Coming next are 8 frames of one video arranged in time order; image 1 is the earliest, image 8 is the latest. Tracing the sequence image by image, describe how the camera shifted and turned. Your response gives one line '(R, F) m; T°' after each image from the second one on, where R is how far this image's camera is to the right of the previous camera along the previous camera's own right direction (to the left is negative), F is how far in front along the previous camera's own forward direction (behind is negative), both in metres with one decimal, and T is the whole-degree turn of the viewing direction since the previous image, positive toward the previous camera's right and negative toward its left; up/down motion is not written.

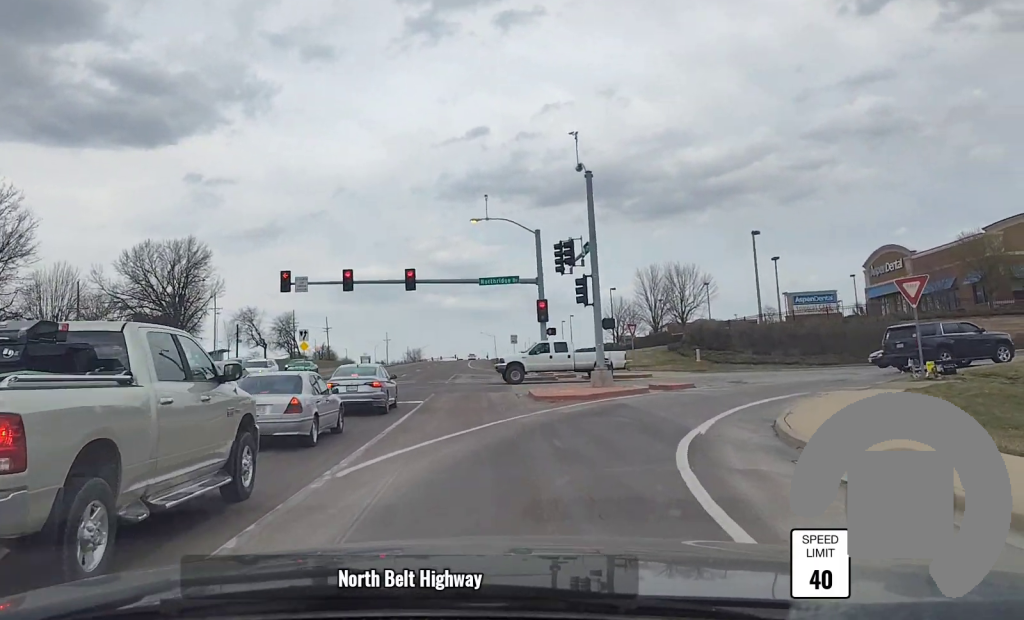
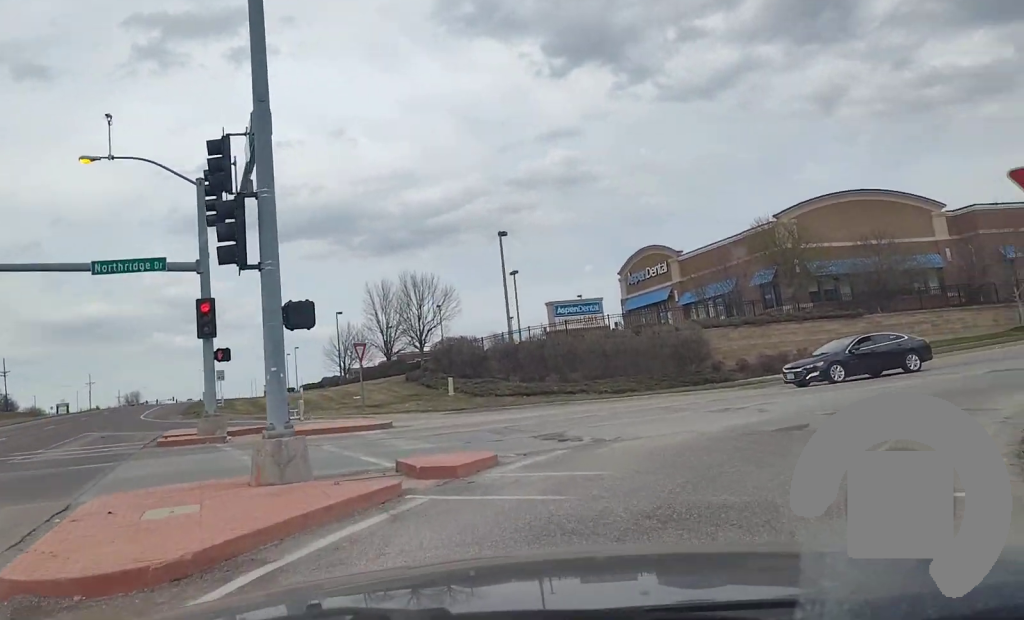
(+1.8, +19.7) m; +16°
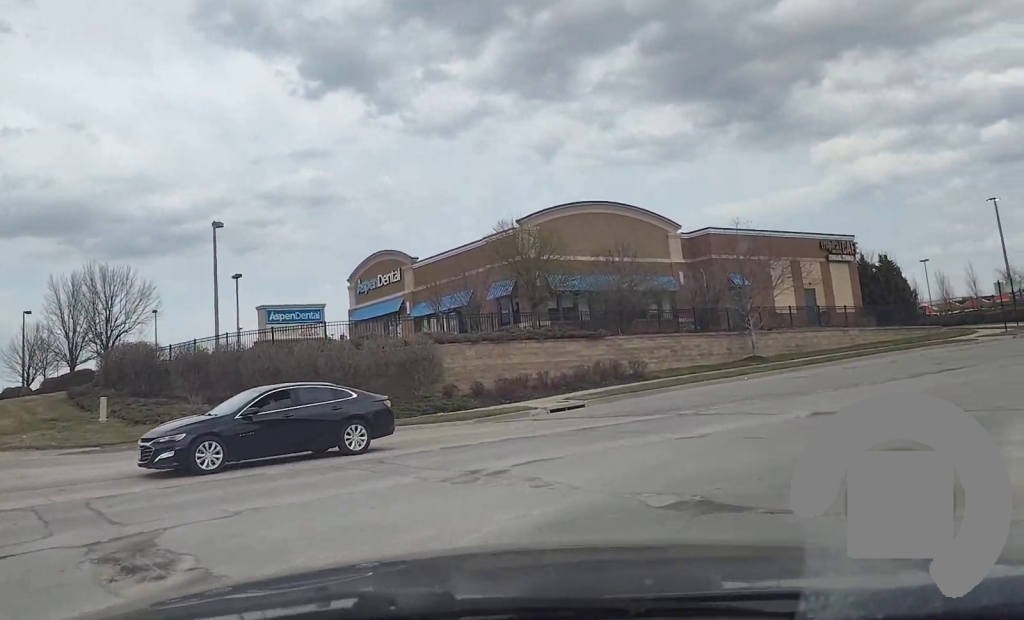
(+1.7, +10.5) m; +23°
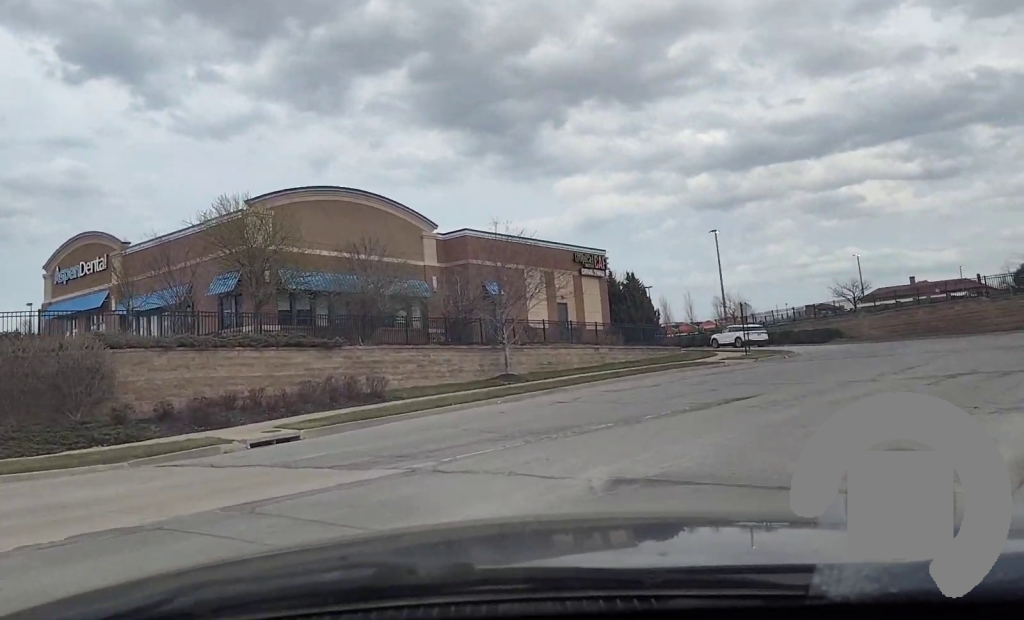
(+1.4, +7.8) m; +13°
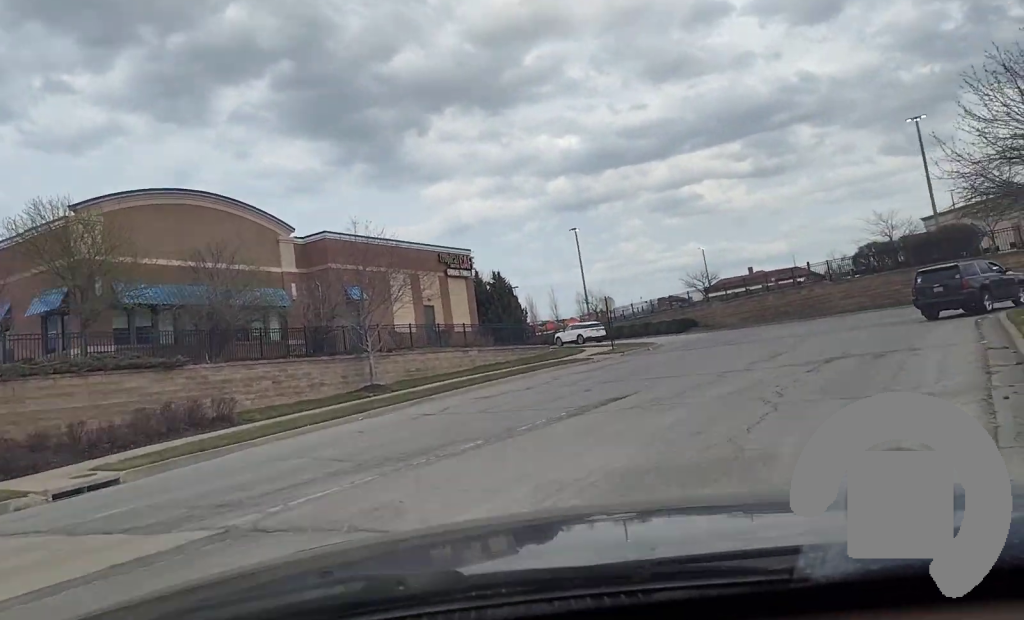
(-0.1, +2.6) m; +4°
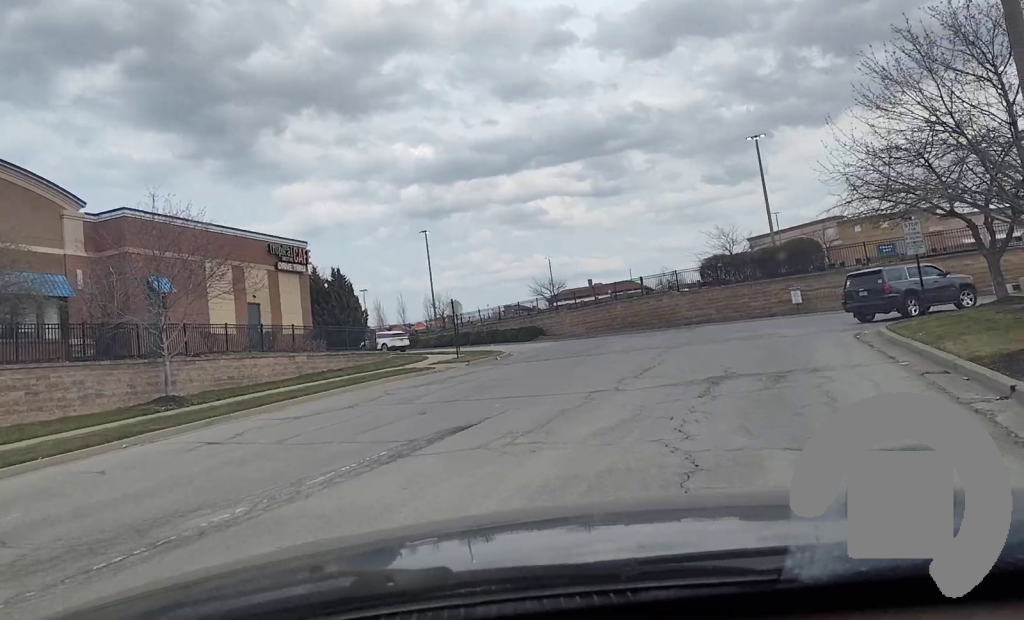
(+0.3, +5.0) m; +10°
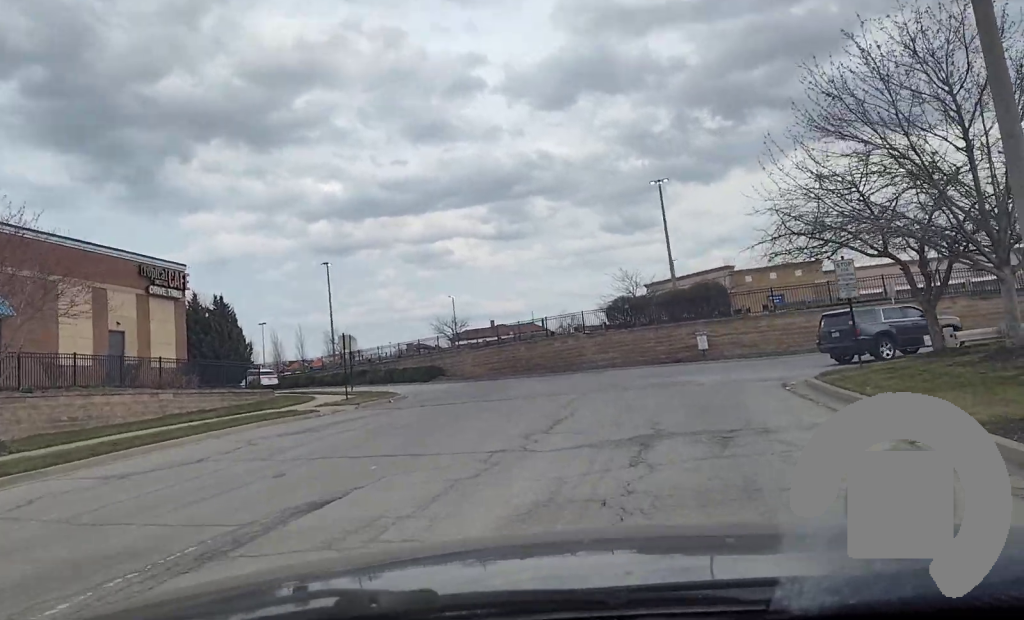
(+0.2, +3.4) m; +7°
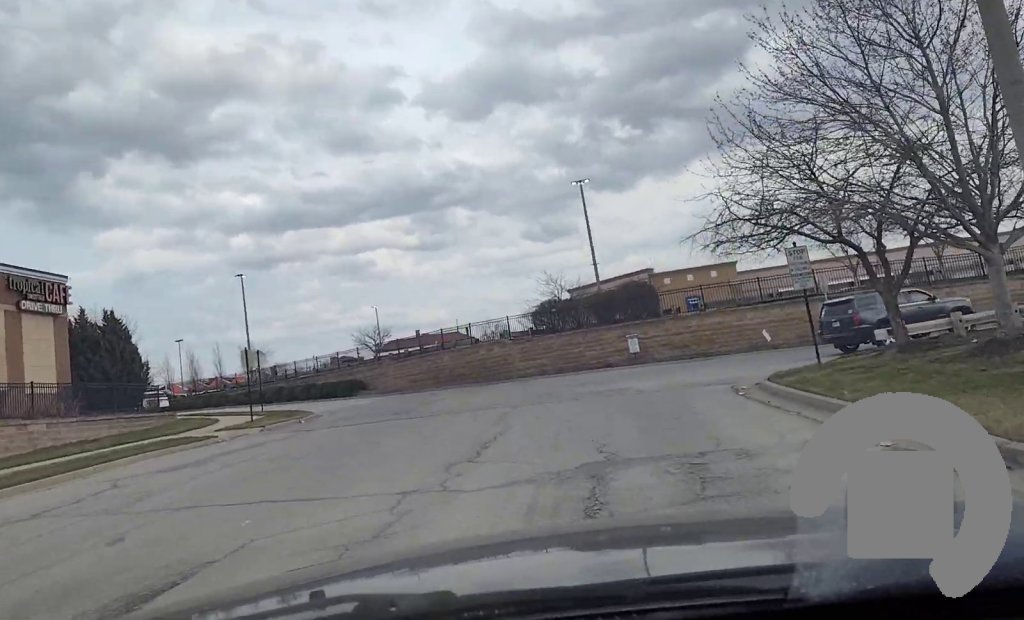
(+0.2, +3.0) m; +3°
